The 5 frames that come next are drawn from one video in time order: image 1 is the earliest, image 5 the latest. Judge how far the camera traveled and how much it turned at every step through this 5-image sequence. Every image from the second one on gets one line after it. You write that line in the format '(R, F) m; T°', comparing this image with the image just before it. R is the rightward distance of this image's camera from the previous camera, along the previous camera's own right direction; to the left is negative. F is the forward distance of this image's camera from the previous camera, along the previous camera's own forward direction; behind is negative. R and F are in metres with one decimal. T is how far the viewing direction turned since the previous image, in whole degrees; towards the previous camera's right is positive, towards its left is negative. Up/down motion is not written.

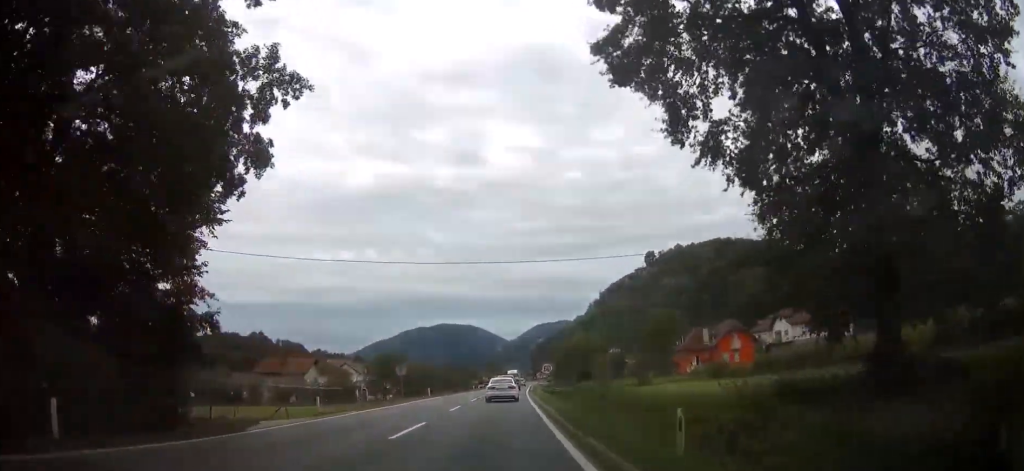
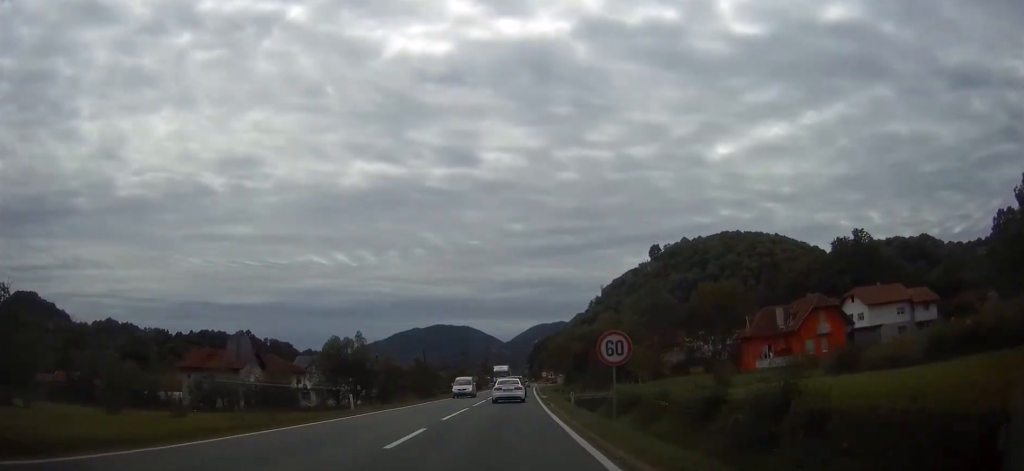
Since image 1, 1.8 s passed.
(+0.2, +30.3) m; +1°
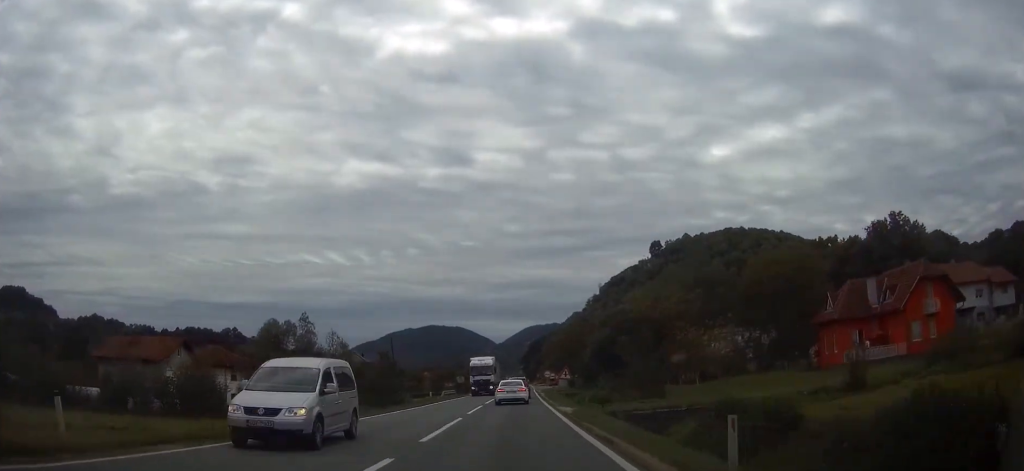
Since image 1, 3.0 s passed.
(0.0, +21.6) m; 0°
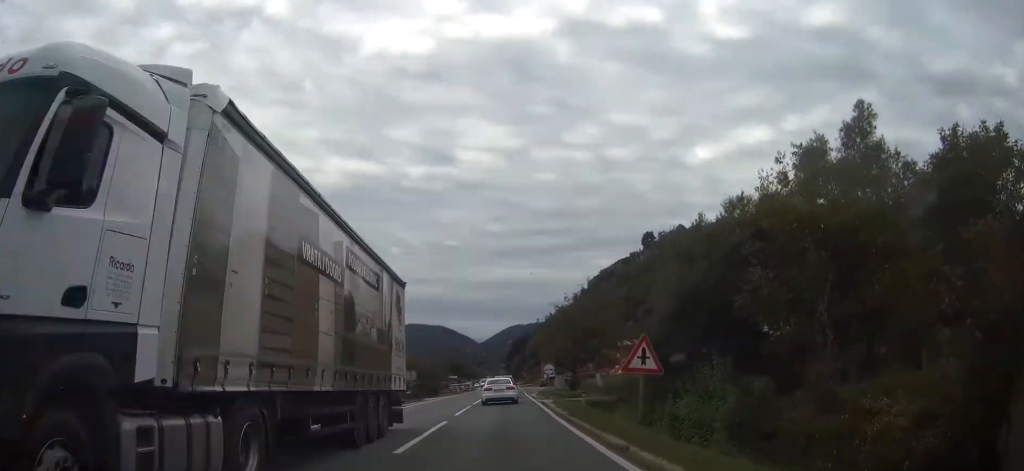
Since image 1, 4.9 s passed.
(+0.5, +31.3) m; +2°
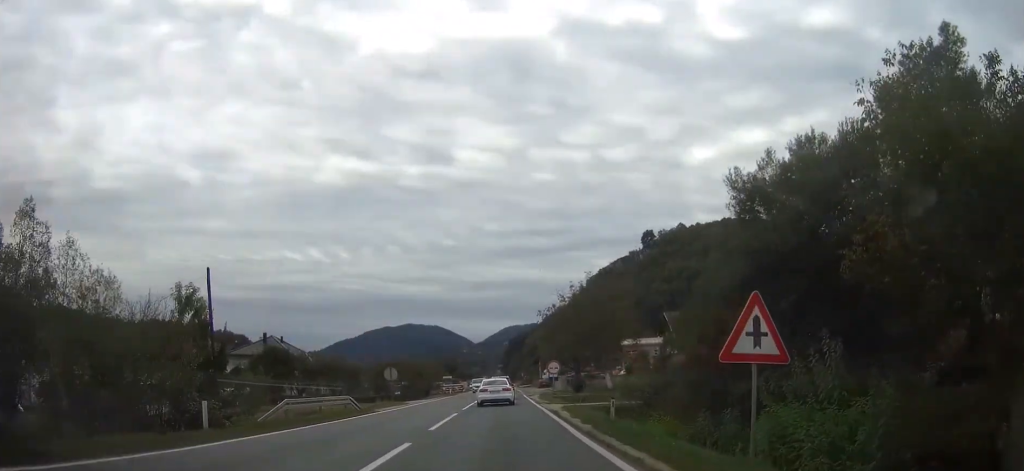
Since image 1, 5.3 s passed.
(0.0, +8.0) m; 0°
